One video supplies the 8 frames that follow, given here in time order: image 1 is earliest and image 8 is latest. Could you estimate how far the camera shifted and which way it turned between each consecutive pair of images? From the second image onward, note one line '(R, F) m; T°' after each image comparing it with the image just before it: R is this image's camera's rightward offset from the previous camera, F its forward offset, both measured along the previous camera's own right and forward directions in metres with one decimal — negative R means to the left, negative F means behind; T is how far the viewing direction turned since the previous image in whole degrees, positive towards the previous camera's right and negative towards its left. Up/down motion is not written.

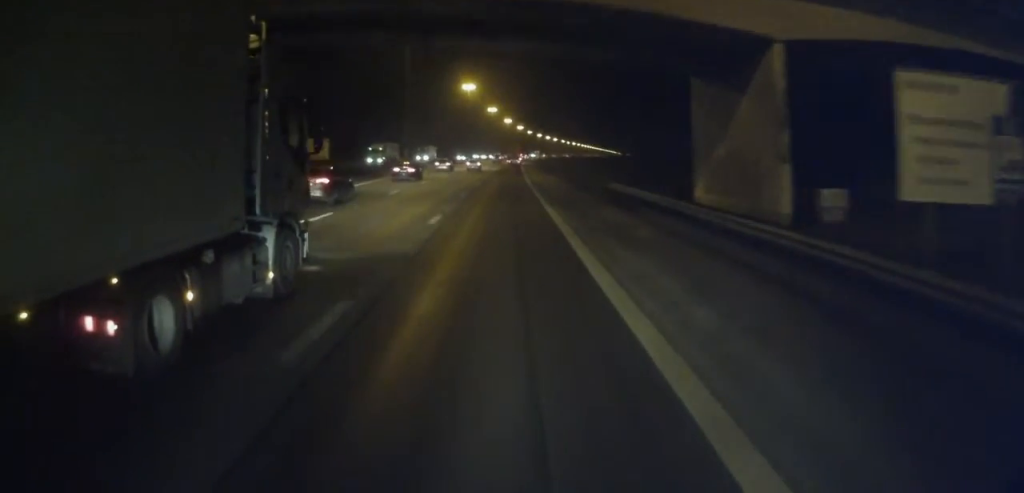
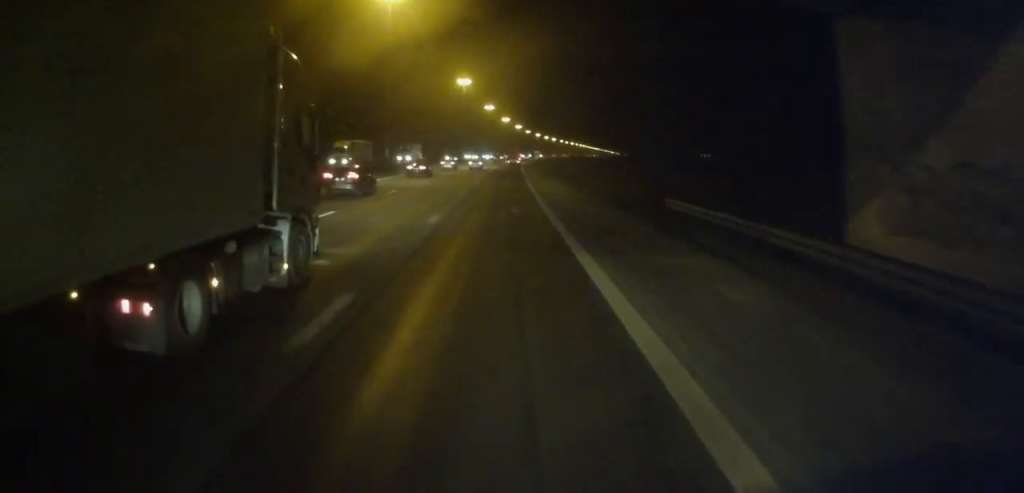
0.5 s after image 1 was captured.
(+0.2, +11.7) m; +1°
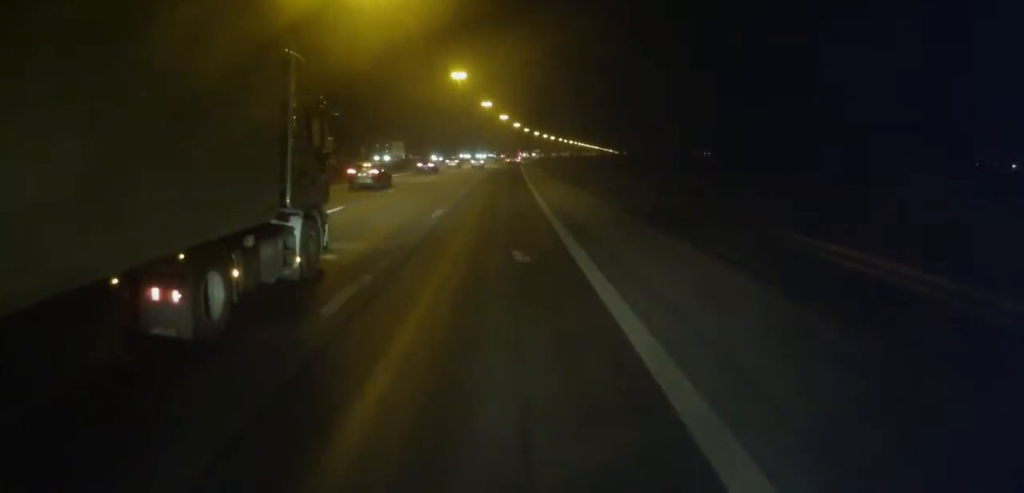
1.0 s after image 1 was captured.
(0.0, +11.0) m; 0°
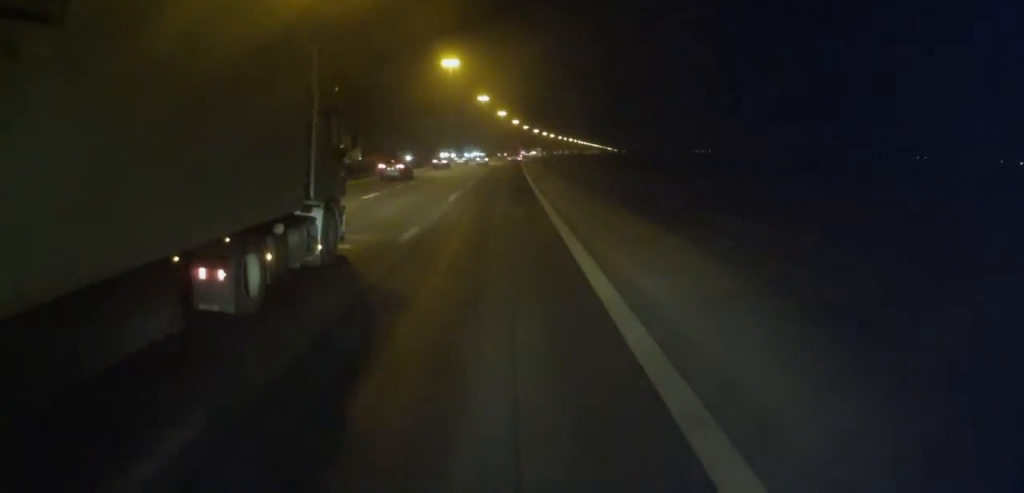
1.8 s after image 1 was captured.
(0.0, +18.8) m; 0°
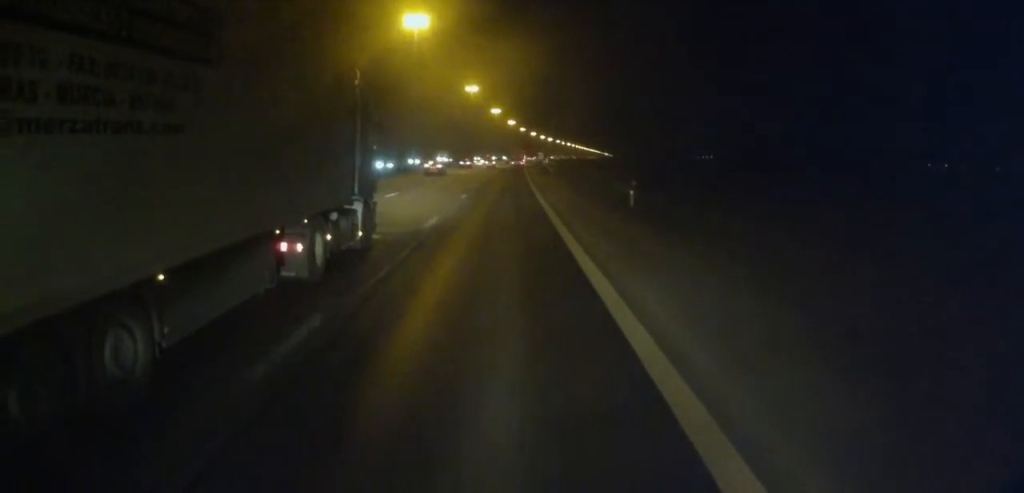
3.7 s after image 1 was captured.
(0.0, +46.2) m; 0°
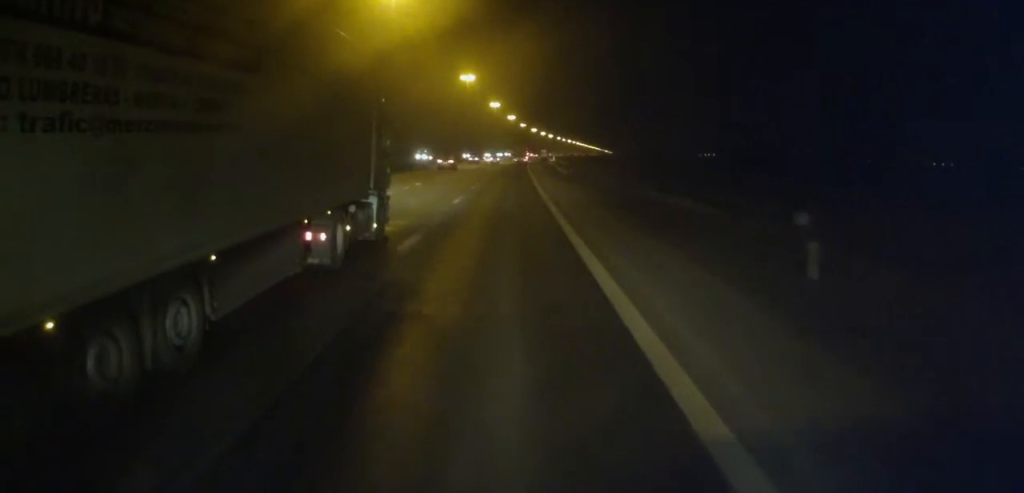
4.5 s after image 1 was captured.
(0.0, +17.2) m; +1°
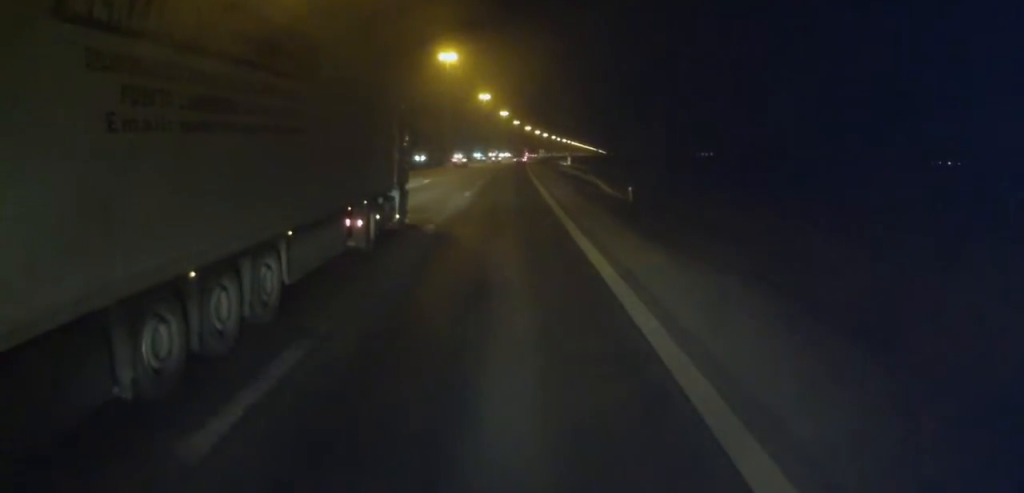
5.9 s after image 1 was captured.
(+0.2, +34.4) m; 0°
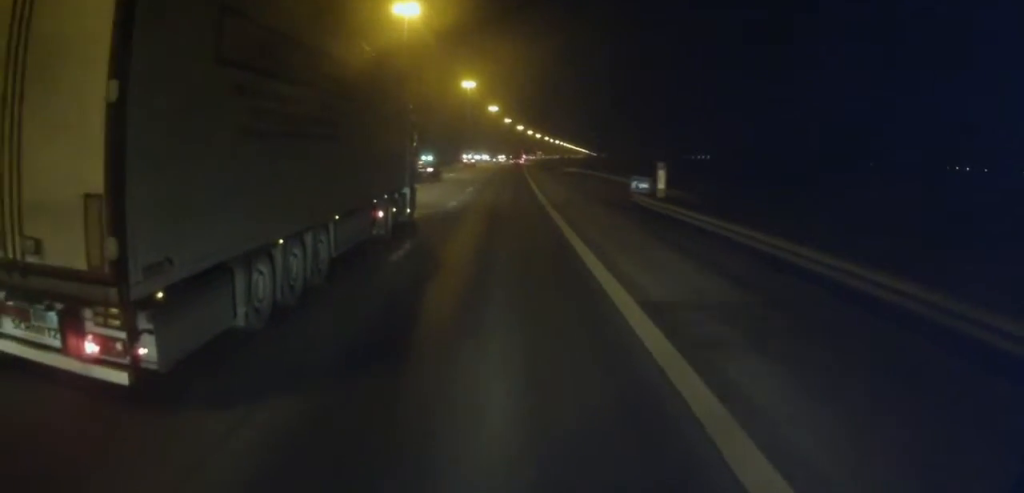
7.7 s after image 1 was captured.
(+0.5, +42.3) m; +2°
